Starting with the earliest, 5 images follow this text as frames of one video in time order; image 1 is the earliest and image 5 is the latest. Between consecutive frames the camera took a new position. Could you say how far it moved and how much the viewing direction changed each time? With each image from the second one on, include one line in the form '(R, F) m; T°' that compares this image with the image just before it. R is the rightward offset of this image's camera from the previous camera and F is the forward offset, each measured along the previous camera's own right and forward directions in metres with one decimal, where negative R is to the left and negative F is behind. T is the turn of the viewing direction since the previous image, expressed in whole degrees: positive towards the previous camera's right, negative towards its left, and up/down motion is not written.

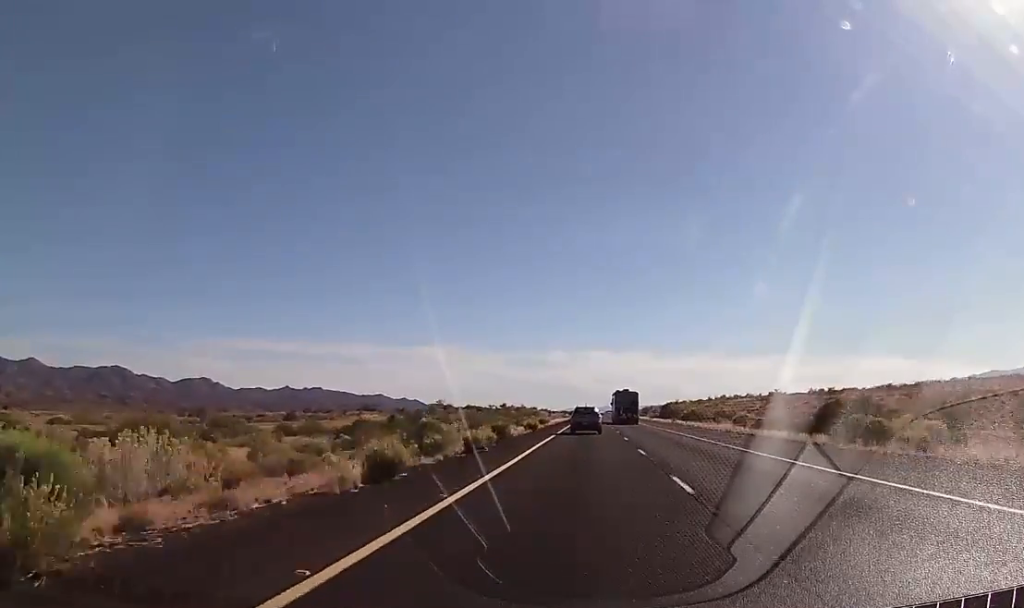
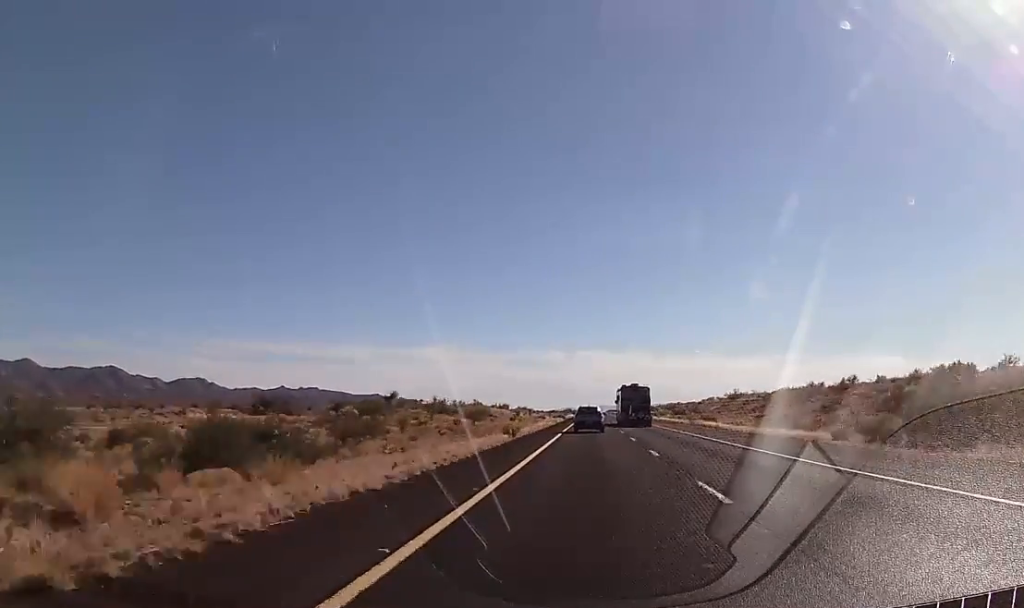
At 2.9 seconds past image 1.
(+0.8, +109.2) m; +1°
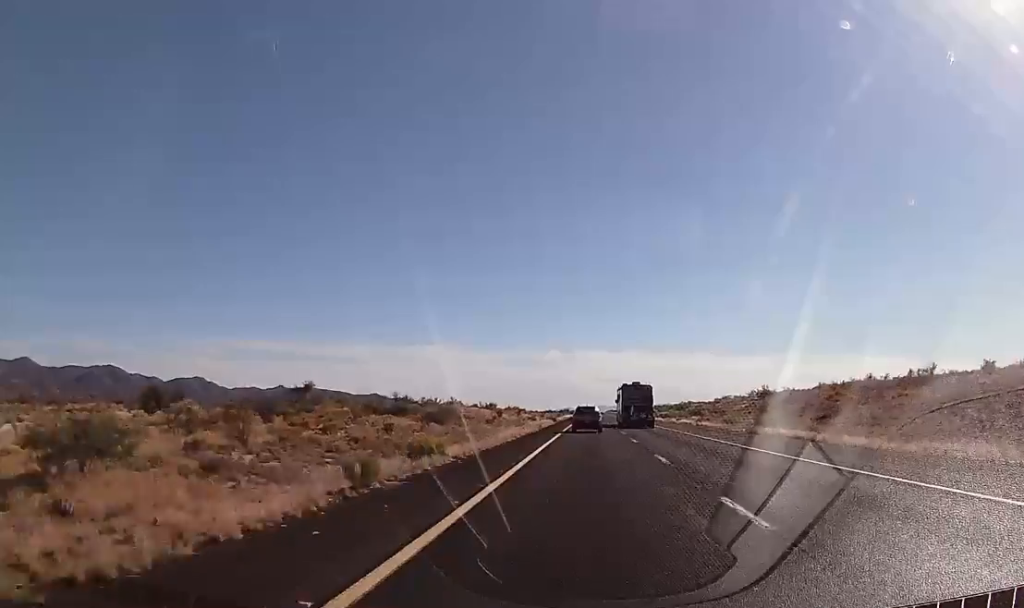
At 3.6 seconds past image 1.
(-0.1, +26.5) m; -1°
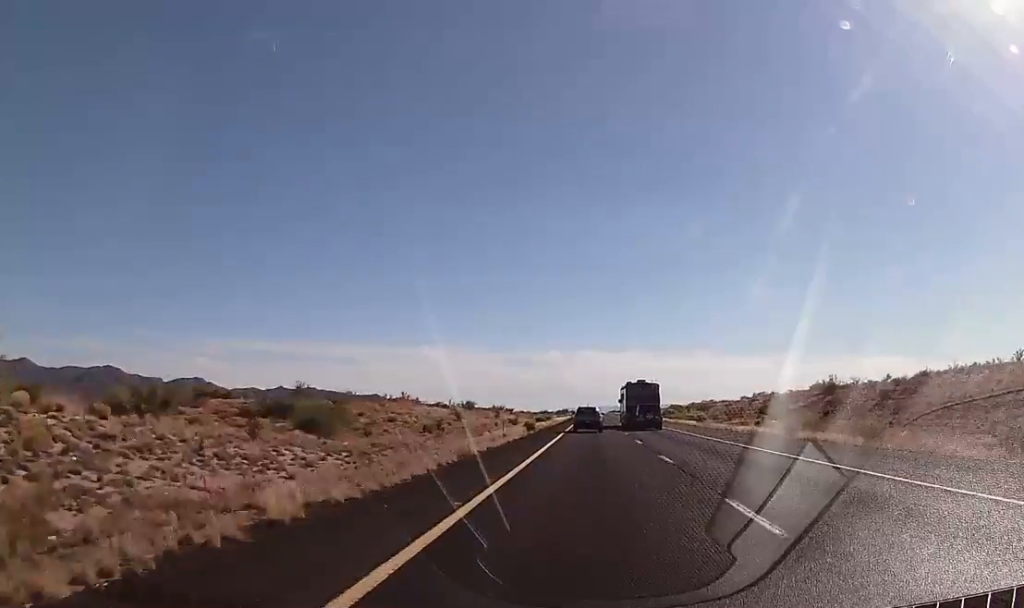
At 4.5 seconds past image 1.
(-0.4, +36.4) m; 0°
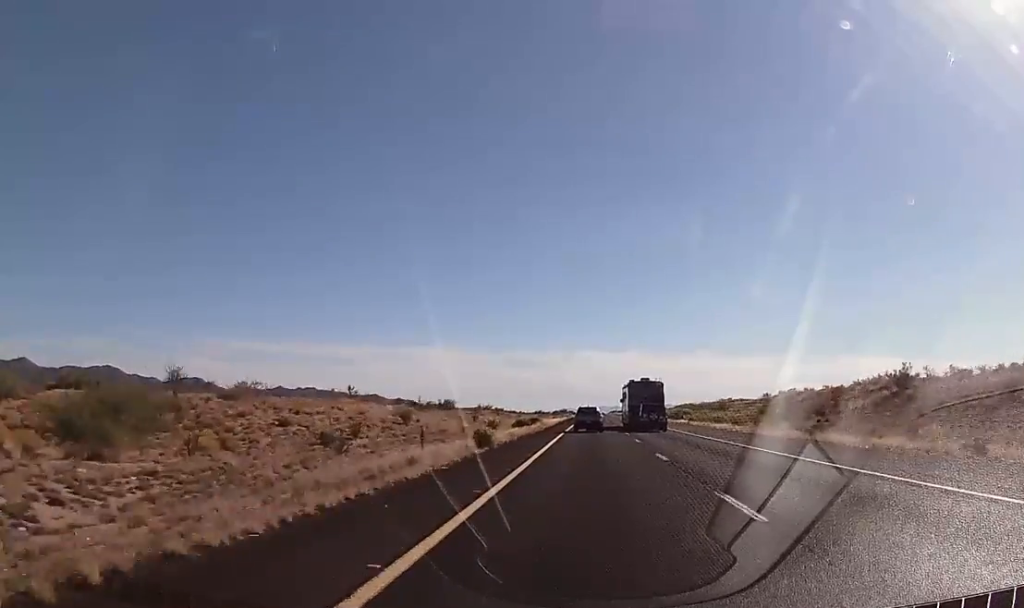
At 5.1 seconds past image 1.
(-0.3, +22.6) m; 0°
